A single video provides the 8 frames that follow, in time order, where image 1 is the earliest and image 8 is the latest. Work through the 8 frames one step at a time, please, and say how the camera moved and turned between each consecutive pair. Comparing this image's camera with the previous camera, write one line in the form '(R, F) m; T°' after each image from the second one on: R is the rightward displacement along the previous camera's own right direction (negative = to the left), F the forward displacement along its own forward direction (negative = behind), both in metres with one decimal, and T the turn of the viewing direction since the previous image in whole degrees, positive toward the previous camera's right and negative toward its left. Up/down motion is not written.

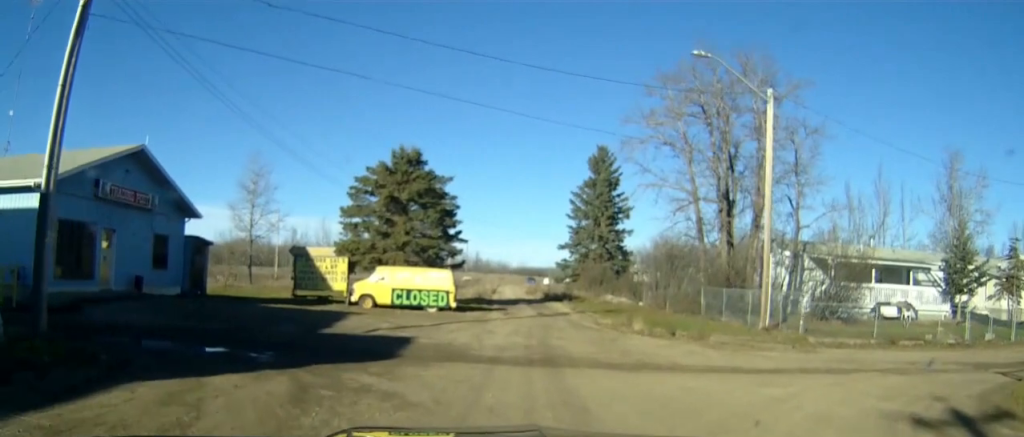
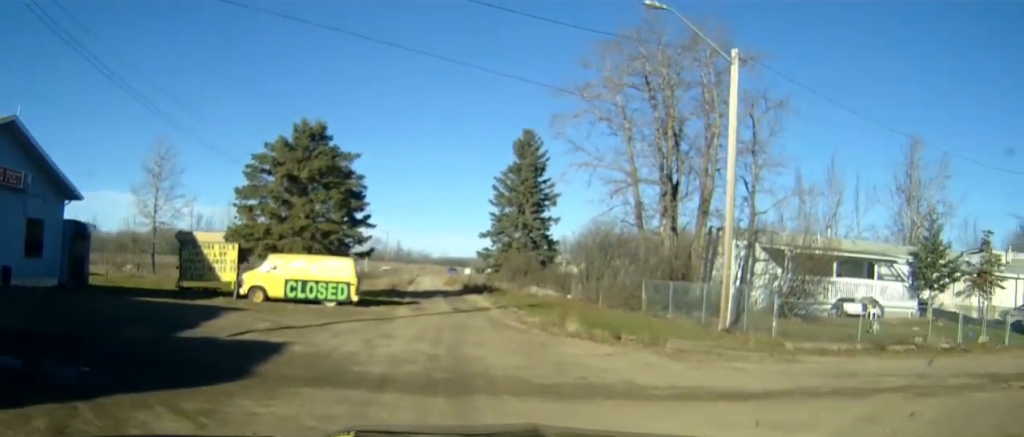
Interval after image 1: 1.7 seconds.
(+0.2, +4.0) m; +5°
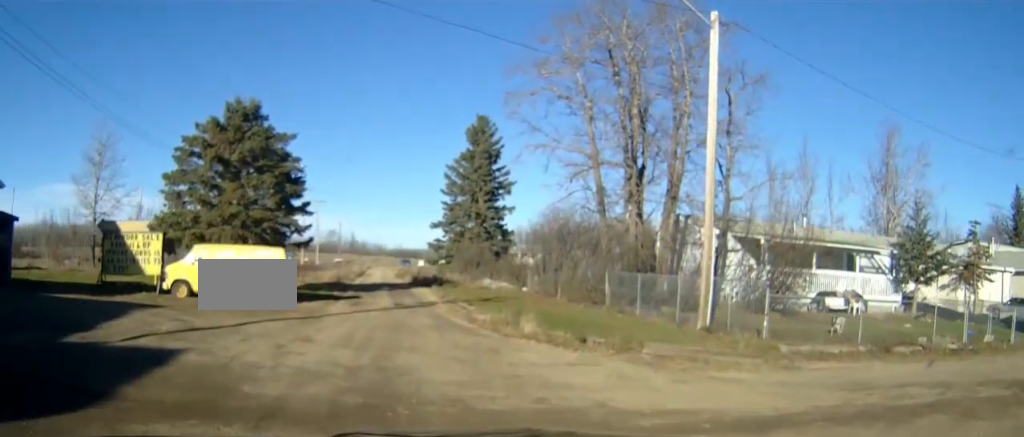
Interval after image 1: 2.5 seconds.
(0.0, +1.4) m; +1°
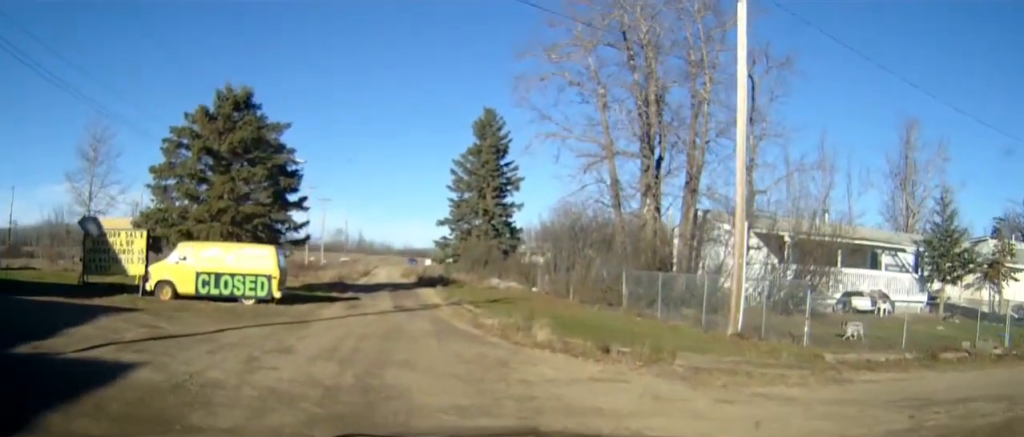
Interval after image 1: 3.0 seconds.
(0.0, +1.2) m; 0°
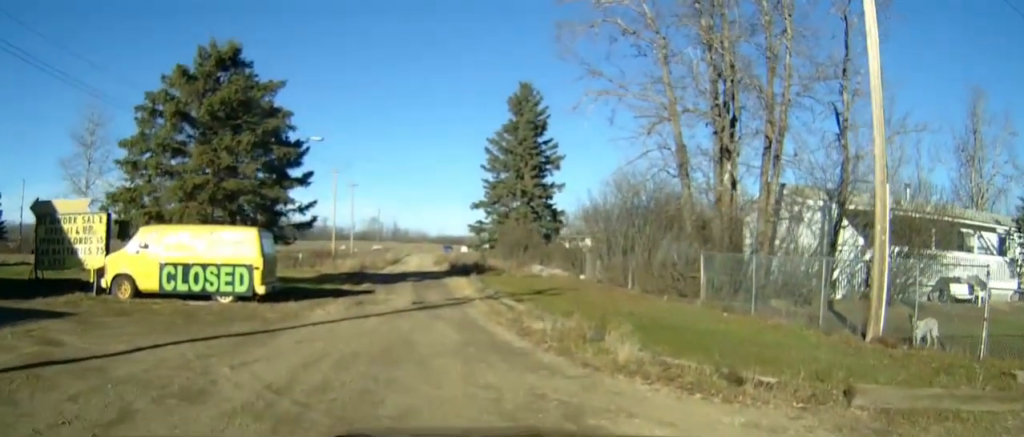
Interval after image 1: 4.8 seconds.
(0.0, +5.3) m; -1°
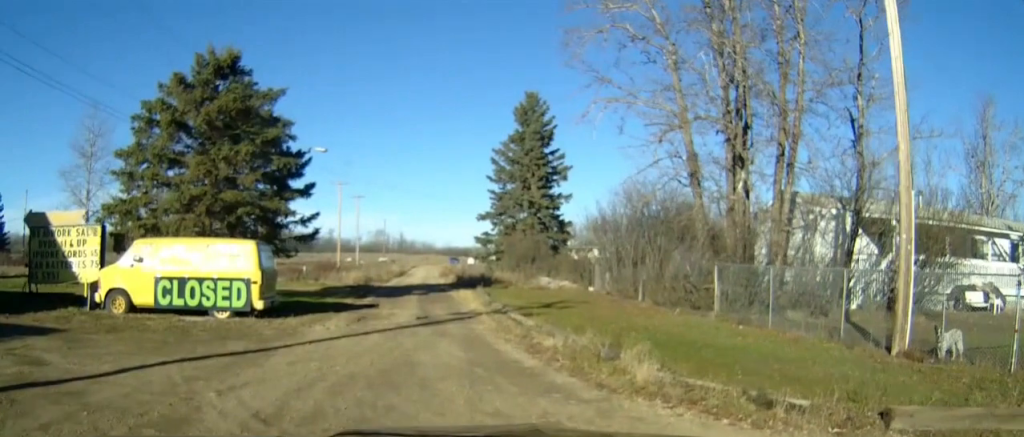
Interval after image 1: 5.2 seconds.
(0.0, +1.1) m; -1°
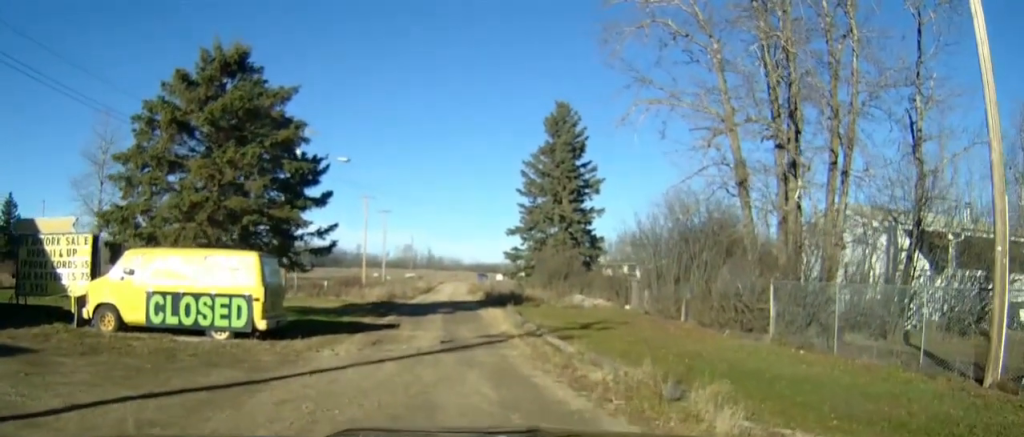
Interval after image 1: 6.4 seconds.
(0.0, +2.5) m; -3°
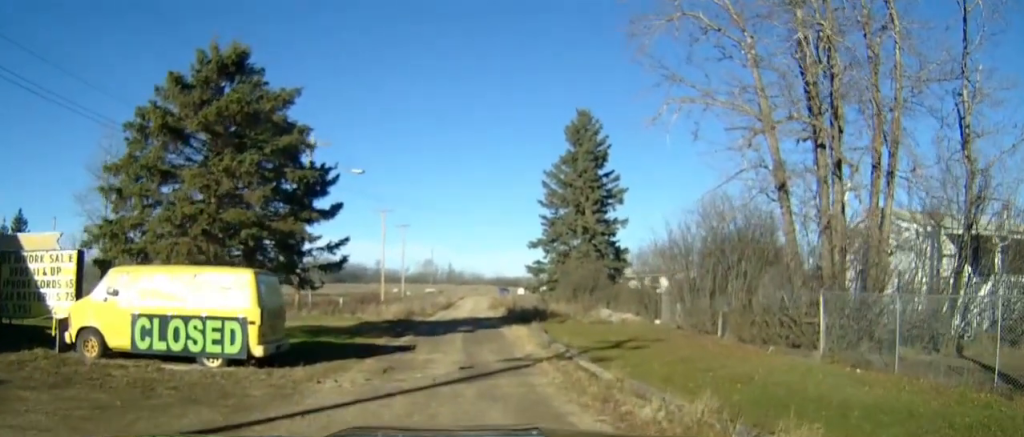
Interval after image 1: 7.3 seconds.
(0.0, +1.5) m; -2°
